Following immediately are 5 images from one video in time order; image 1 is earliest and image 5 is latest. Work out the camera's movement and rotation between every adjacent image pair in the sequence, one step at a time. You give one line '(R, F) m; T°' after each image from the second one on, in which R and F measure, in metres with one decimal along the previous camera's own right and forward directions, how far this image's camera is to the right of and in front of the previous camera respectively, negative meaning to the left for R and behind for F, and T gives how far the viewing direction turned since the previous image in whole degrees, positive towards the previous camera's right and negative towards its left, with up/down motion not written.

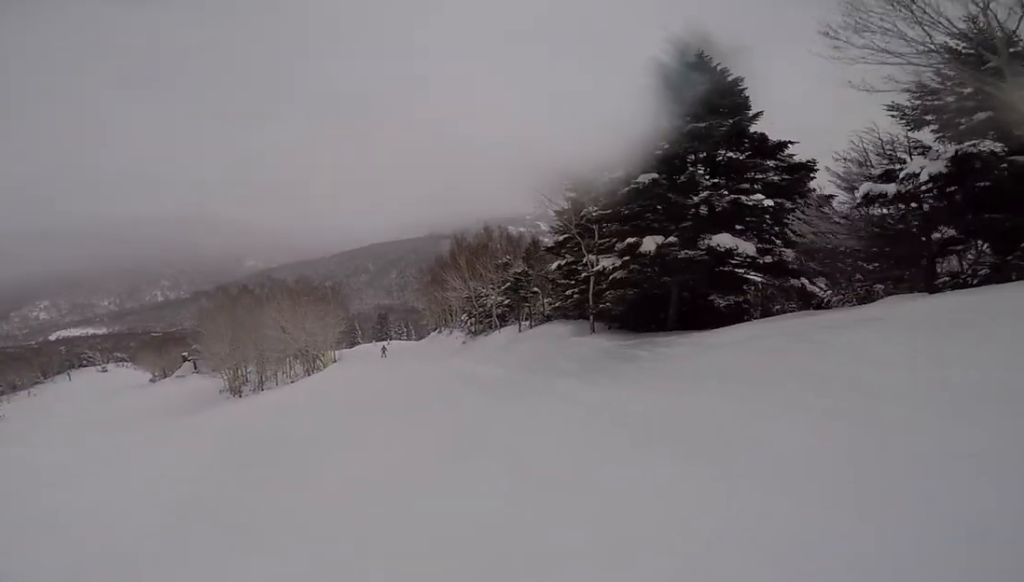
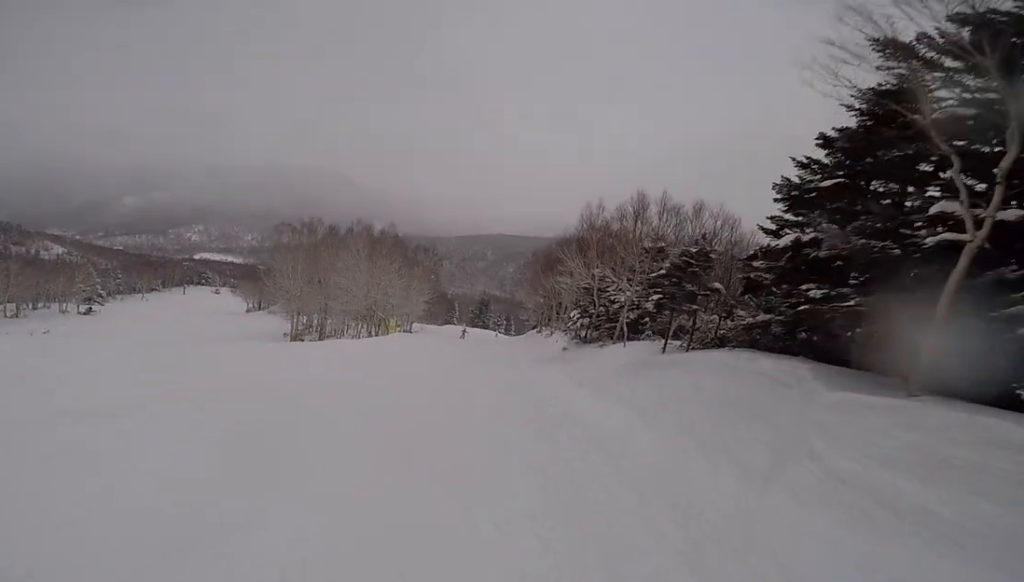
(-1.5, +10.1) m; -18°
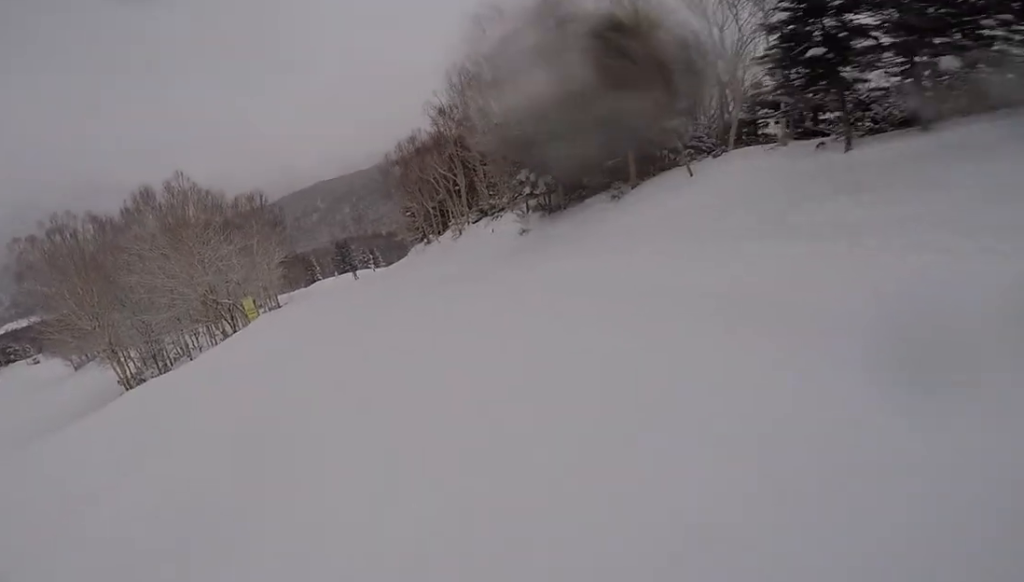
(-0.3, +11.1) m; +10°
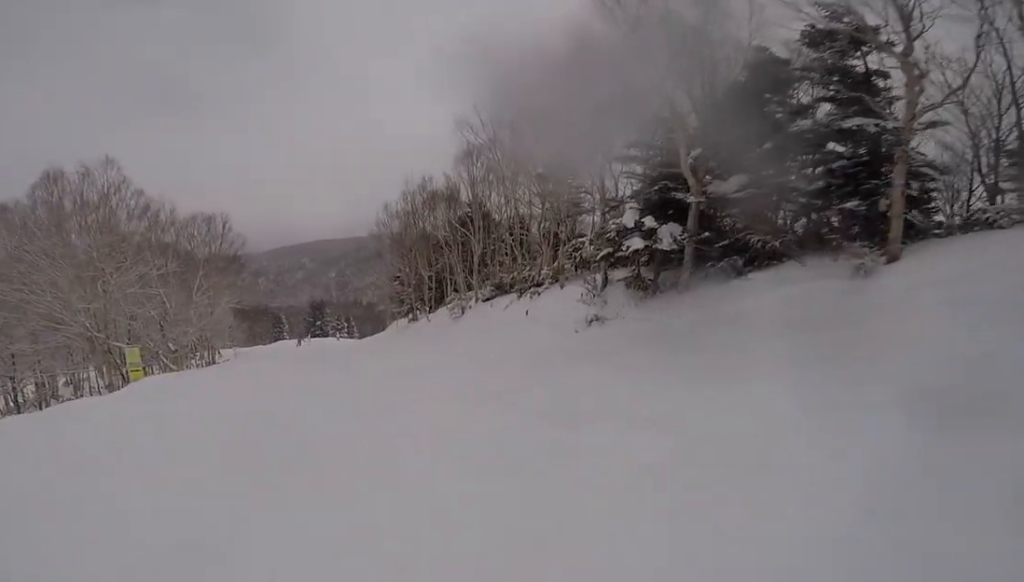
(+0.9, +7.4) m; -2°
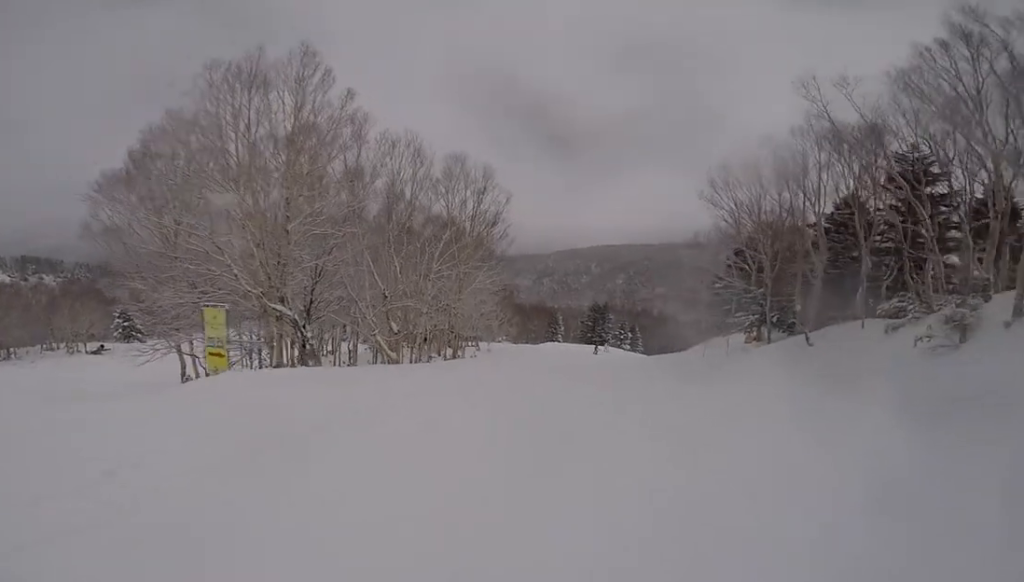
(-2.2, +10.6) m; -12°
